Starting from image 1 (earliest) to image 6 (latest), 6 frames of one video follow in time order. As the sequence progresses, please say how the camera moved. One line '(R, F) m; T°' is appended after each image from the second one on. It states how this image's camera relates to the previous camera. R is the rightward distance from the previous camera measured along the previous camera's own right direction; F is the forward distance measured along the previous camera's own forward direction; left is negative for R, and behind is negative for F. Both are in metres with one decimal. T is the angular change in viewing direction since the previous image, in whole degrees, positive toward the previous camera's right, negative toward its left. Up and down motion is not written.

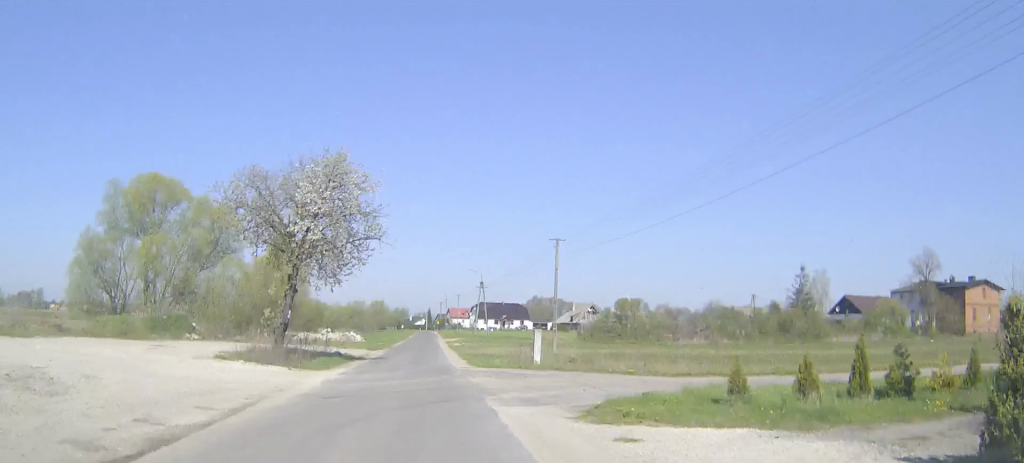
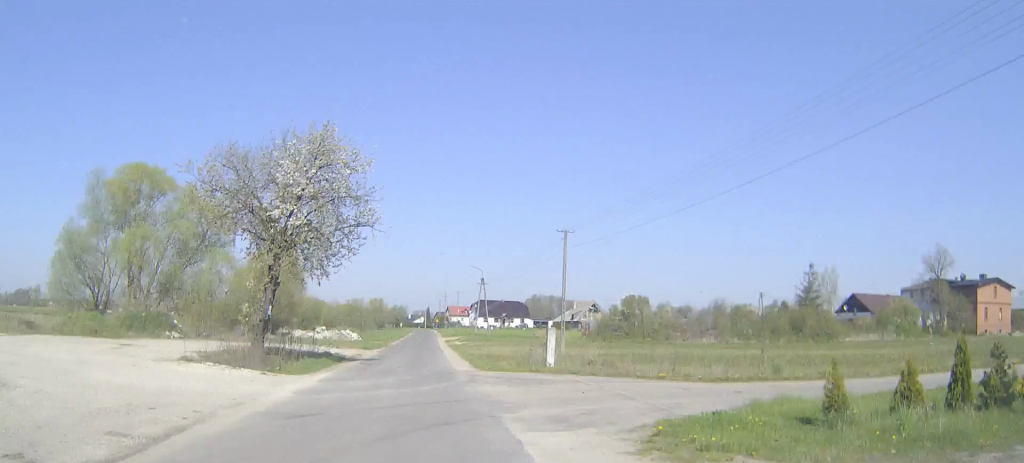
(0.0, +3.5) m; 0°
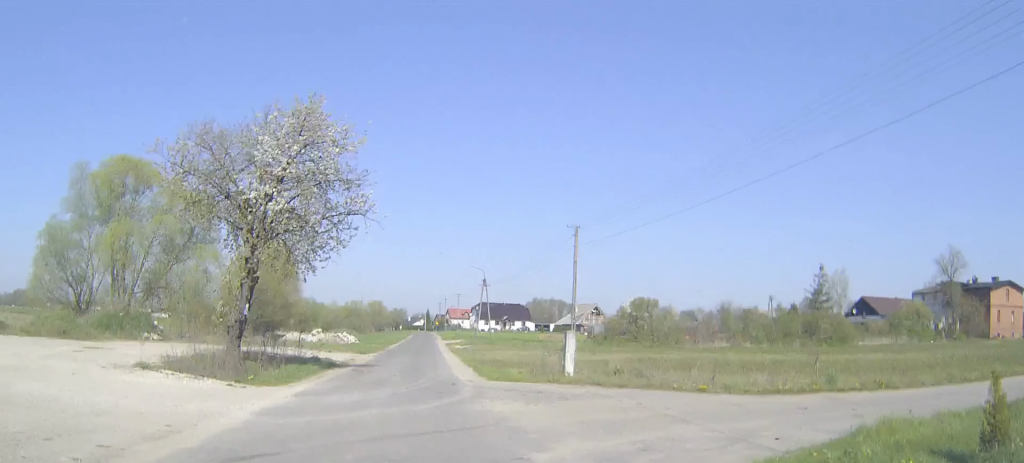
(0.0, +3.7) m; 0°
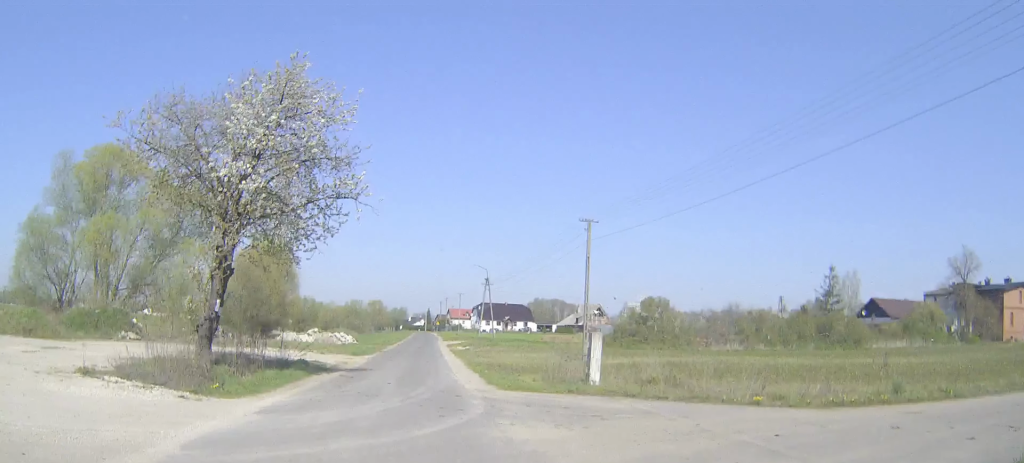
(0.0, +3.7) m; 0°
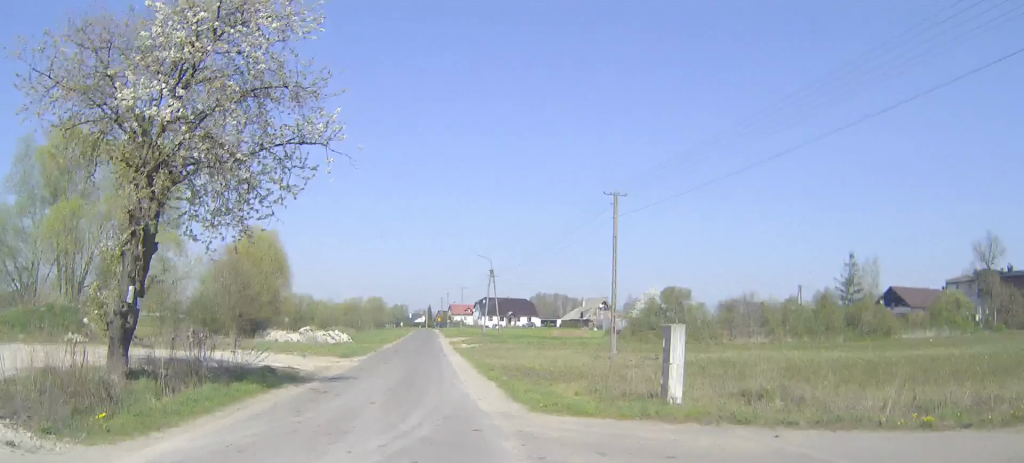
(0.0, +6.6) m; 0°
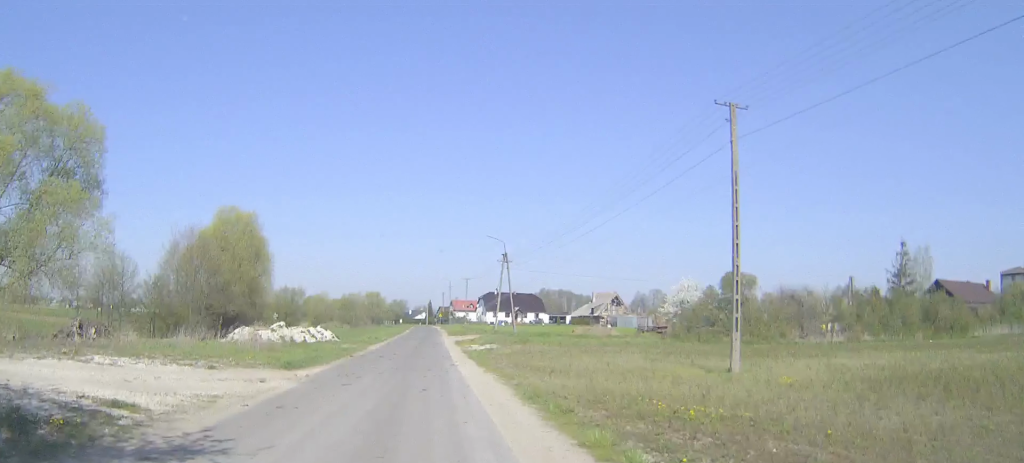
(0.0, +13.8) m; 0°
